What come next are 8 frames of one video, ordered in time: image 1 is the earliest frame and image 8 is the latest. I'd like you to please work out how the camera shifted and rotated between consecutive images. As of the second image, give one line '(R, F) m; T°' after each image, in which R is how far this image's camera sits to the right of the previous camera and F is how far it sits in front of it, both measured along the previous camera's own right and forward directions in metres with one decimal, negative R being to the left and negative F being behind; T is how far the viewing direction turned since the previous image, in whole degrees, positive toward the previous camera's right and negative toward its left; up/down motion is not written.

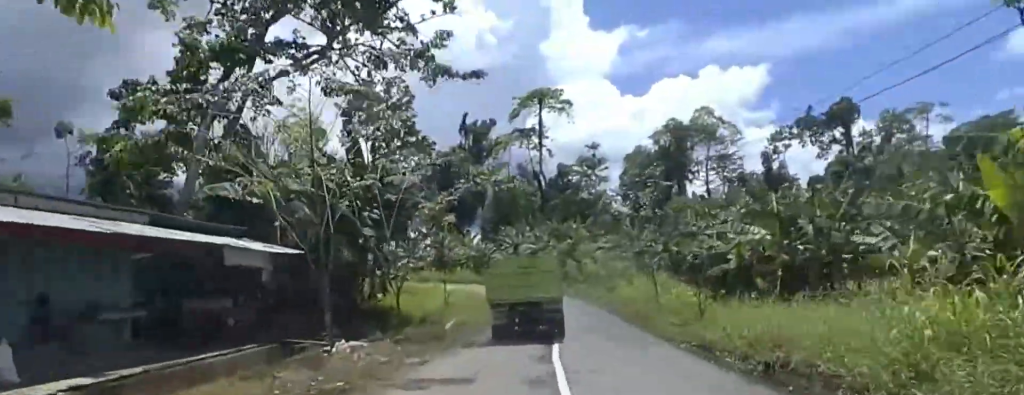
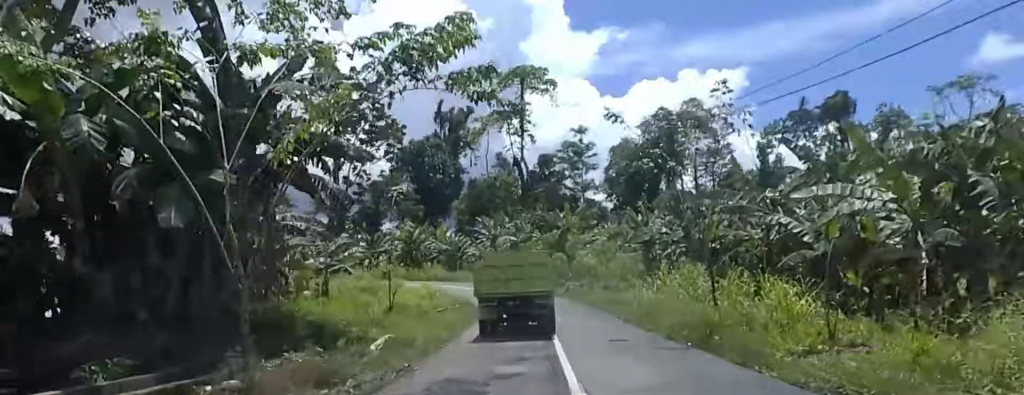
(+0.2, +8.6) m; +5°
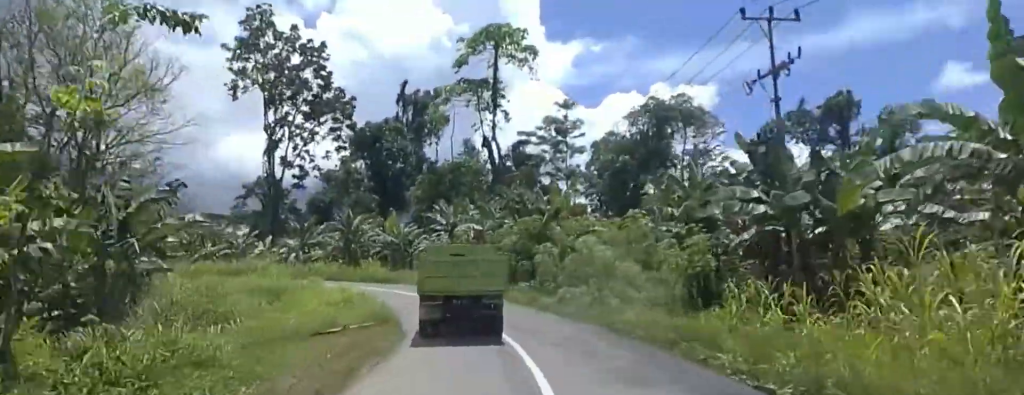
(+1.5, +14.3) m; +3°
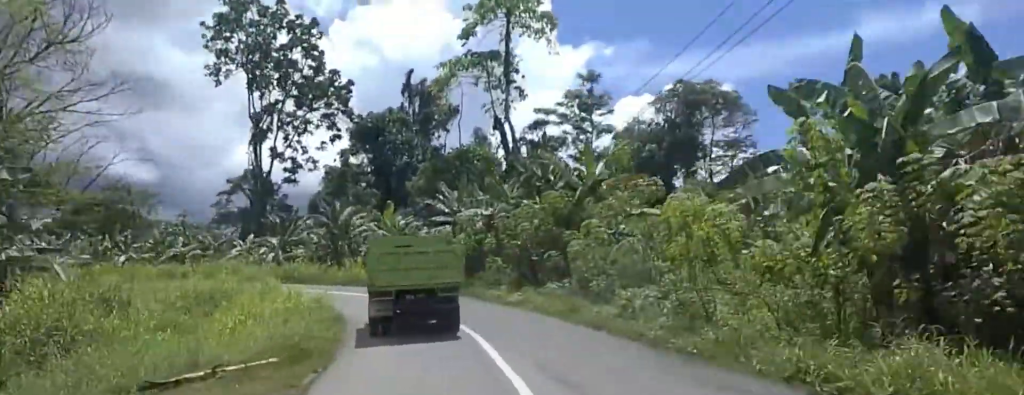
(-0.9, +8.7) m; -7°
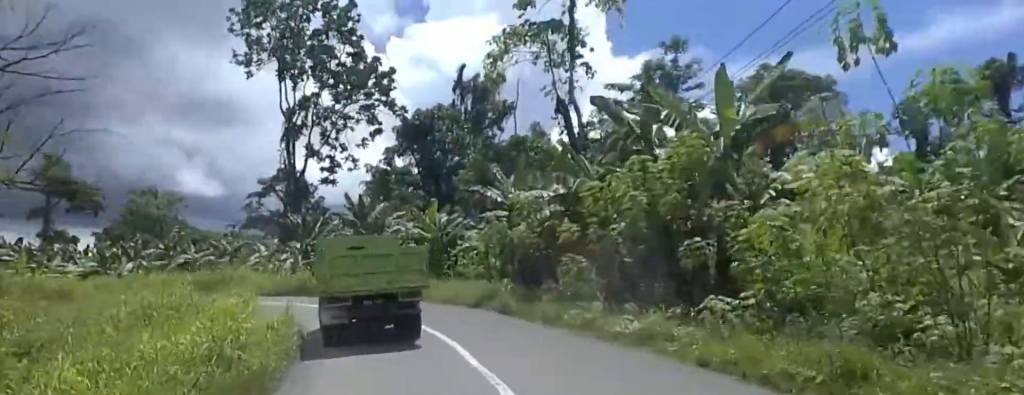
(-0.5, +9.2) m; -4°
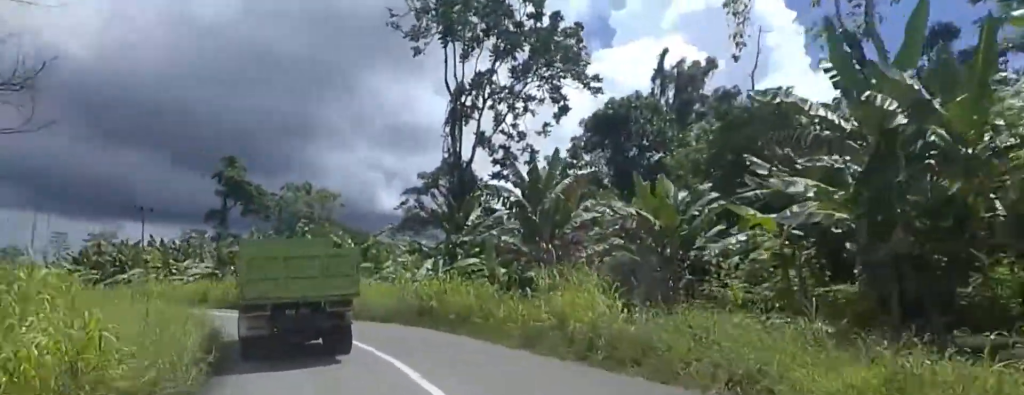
(-1.1, +15.6) m; -19°
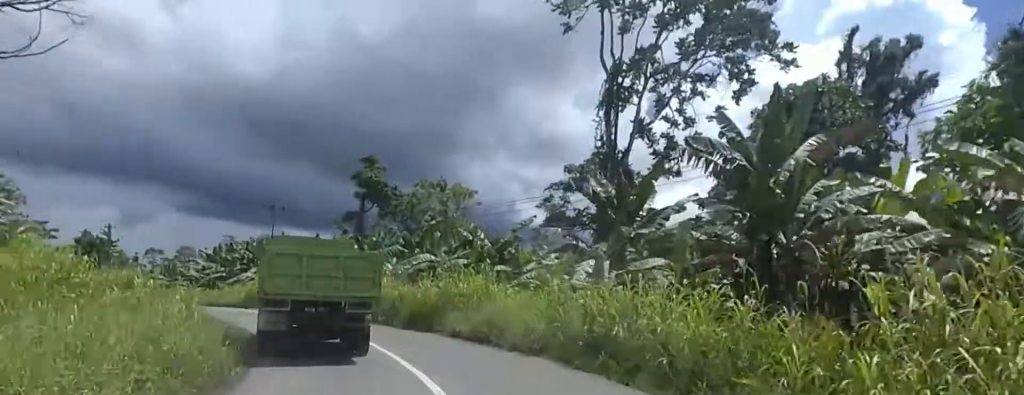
(-1.5, +7.9) m; -18°
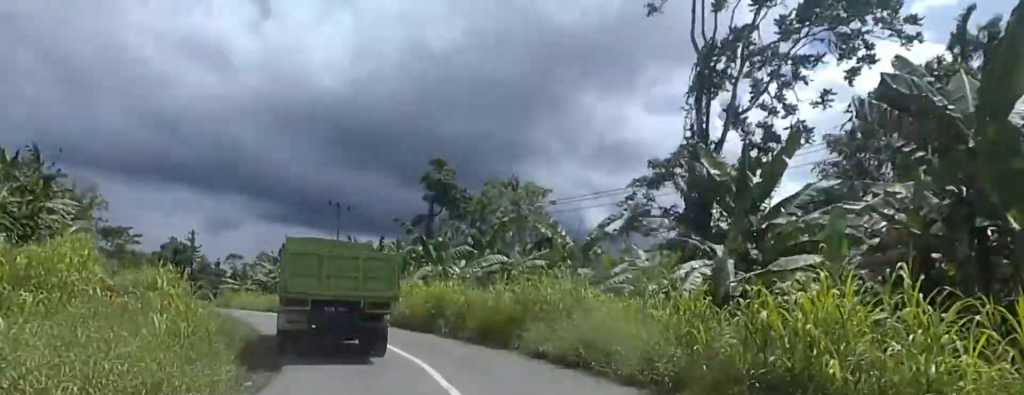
(-0.5, +3.9) m; -3°
